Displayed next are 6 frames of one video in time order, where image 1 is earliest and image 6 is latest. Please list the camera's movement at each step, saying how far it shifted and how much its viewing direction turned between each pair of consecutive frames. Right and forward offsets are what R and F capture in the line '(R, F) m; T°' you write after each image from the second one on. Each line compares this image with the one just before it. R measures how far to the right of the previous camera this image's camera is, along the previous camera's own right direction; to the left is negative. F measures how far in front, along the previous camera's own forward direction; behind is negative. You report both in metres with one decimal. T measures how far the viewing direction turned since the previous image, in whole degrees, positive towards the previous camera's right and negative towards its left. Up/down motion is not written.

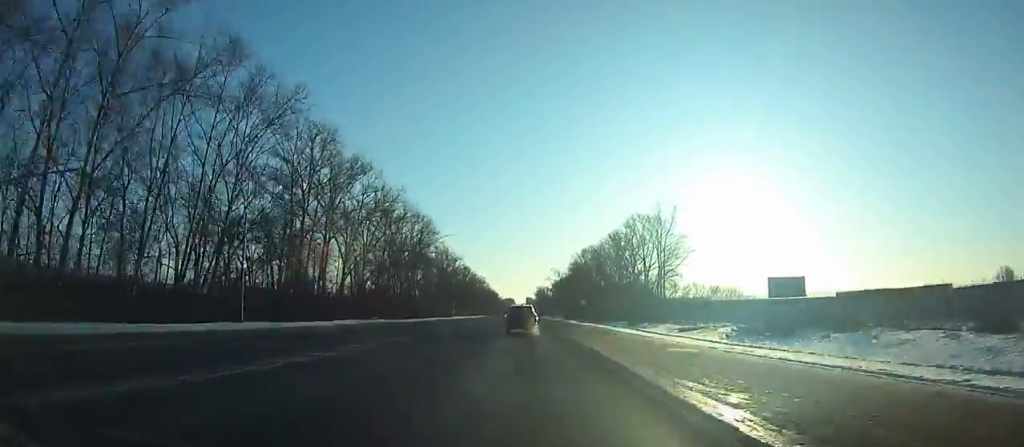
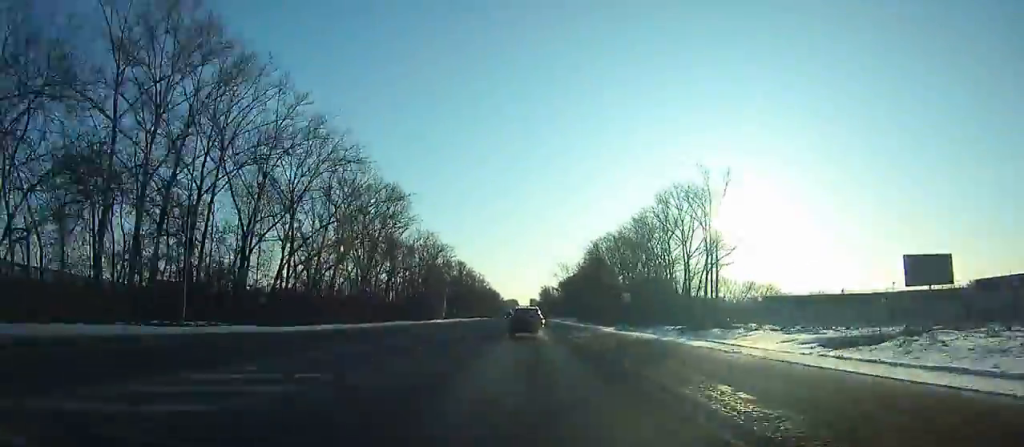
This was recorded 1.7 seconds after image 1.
(0.0, +30.8) m; +2°
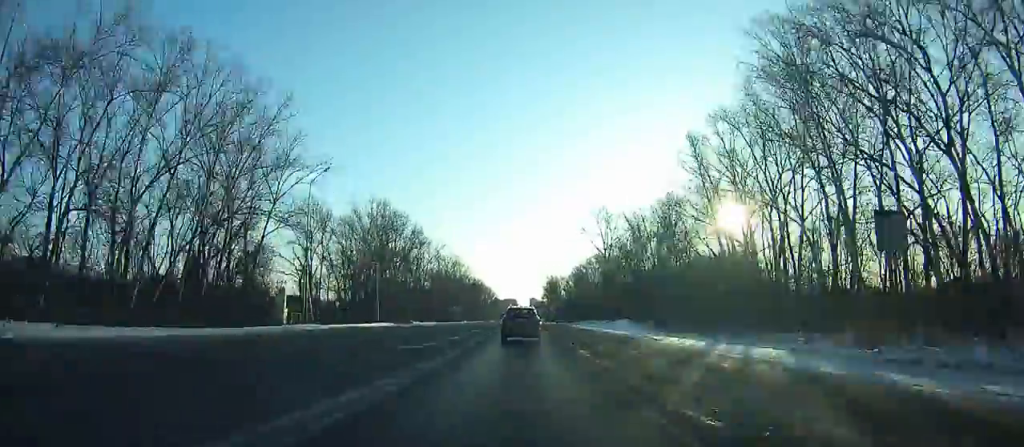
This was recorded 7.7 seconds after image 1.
(-0.3, +108.0) m; -4°
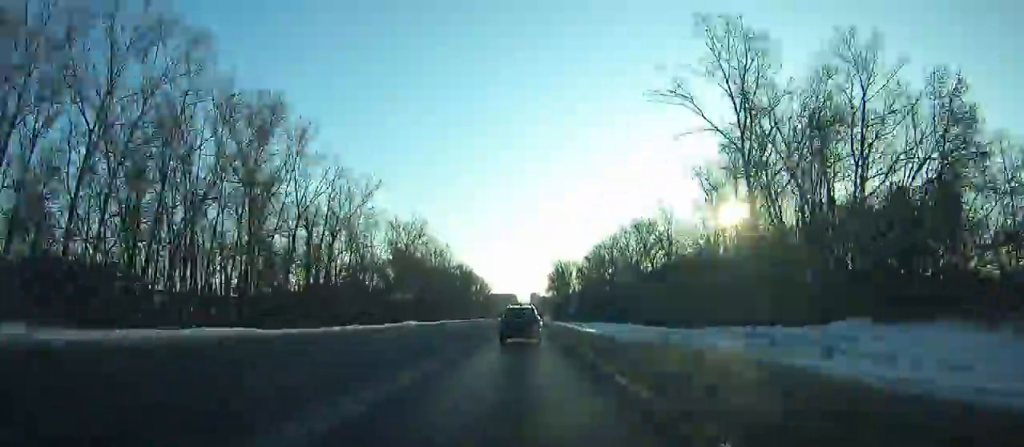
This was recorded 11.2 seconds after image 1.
(-1.9, +80.2) m; 0°
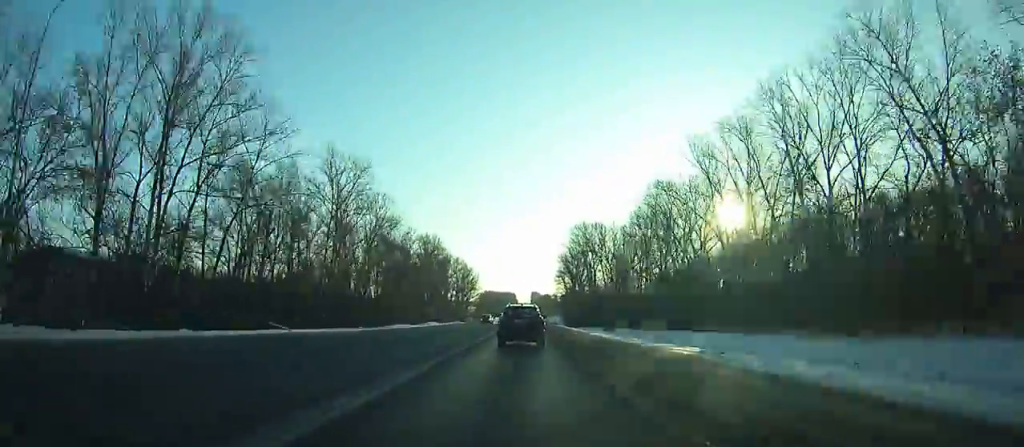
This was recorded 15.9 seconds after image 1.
(+2.0, +101.6) m; +1°
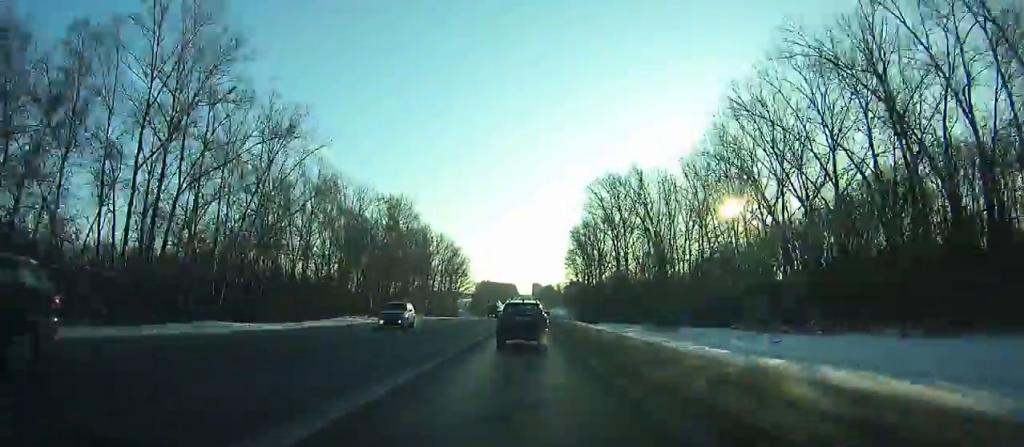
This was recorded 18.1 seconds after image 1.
(0.0, +44.7) m; 0°
